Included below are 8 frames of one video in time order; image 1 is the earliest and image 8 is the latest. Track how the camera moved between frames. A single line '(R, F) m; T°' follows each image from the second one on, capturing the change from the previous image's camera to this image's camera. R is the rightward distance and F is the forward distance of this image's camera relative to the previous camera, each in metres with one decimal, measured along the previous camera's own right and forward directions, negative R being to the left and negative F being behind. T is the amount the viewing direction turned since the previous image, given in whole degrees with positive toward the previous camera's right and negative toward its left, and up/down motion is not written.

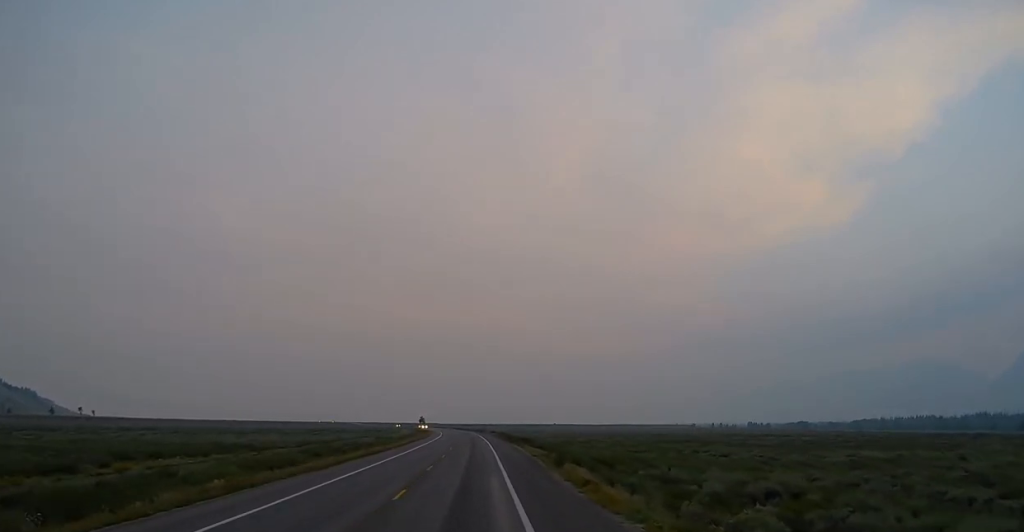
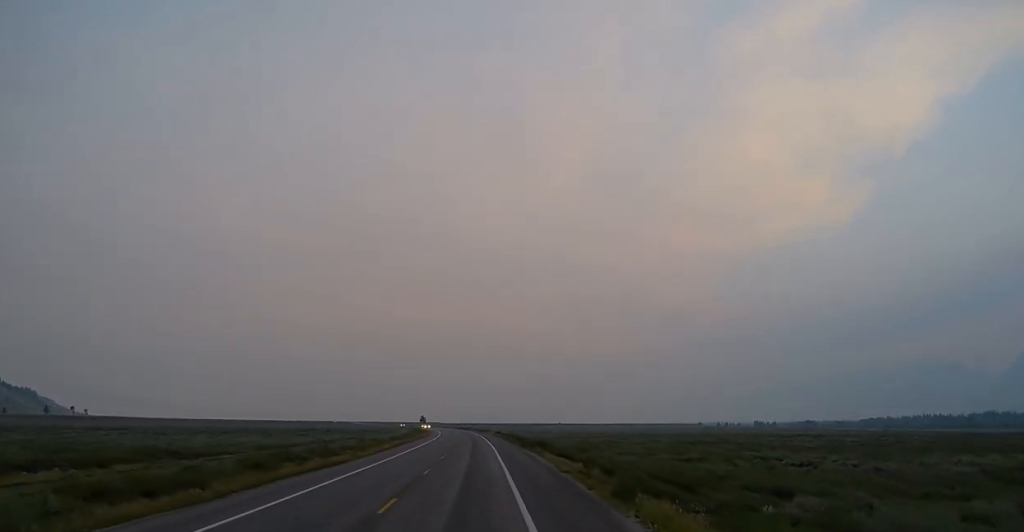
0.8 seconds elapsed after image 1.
(+0.2, +14.8) m; 0°
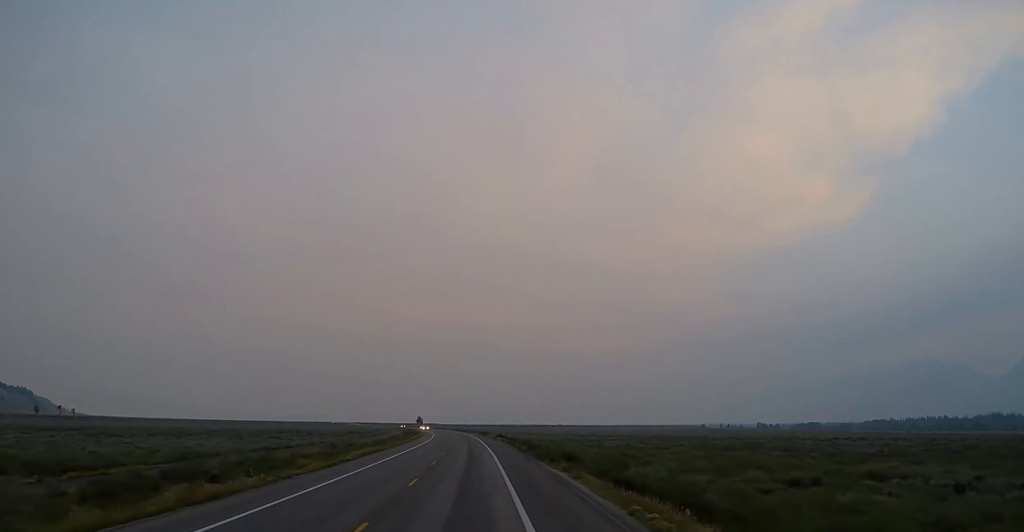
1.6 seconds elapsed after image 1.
(-0.1, +17.5) m; 0°
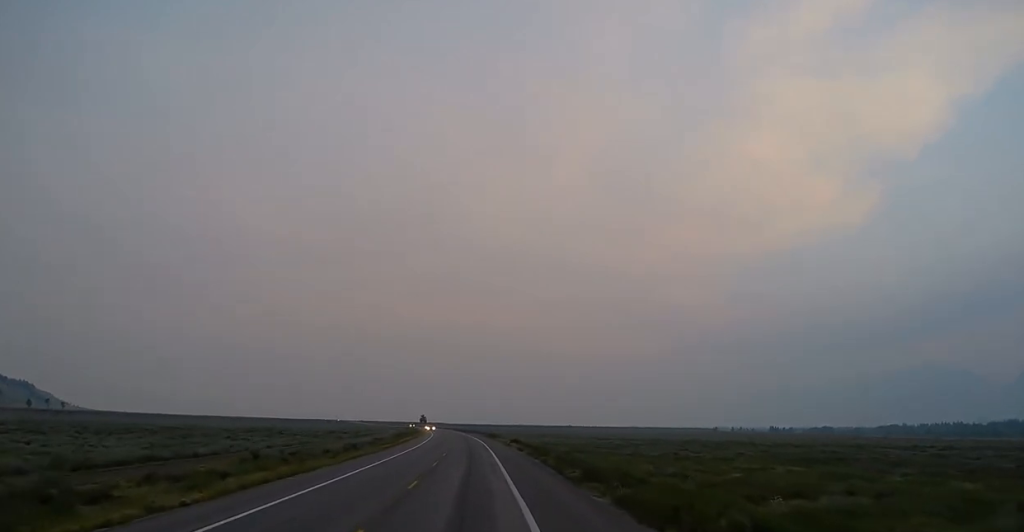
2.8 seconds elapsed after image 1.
(-0.1, +25.8) m; -1°
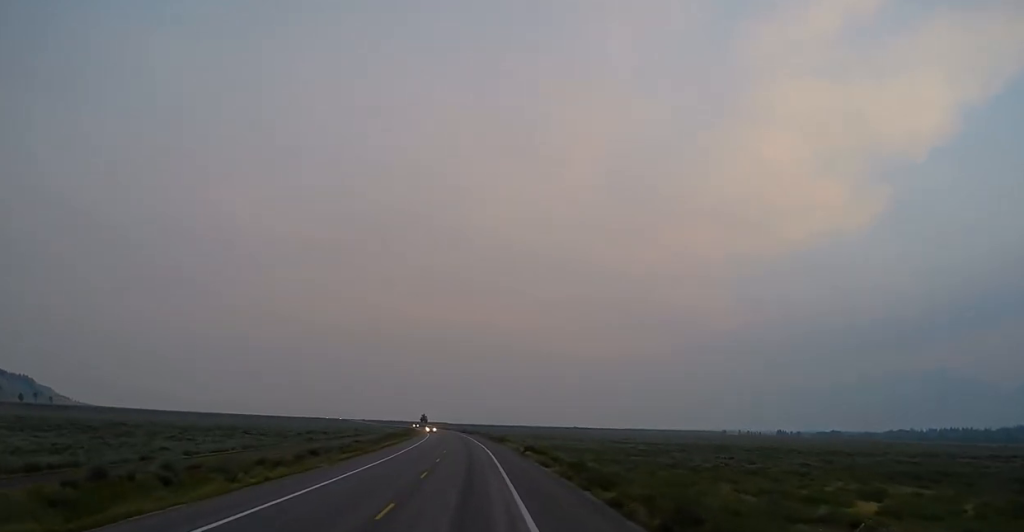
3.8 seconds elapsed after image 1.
(0.0, +19.1) m; -1°
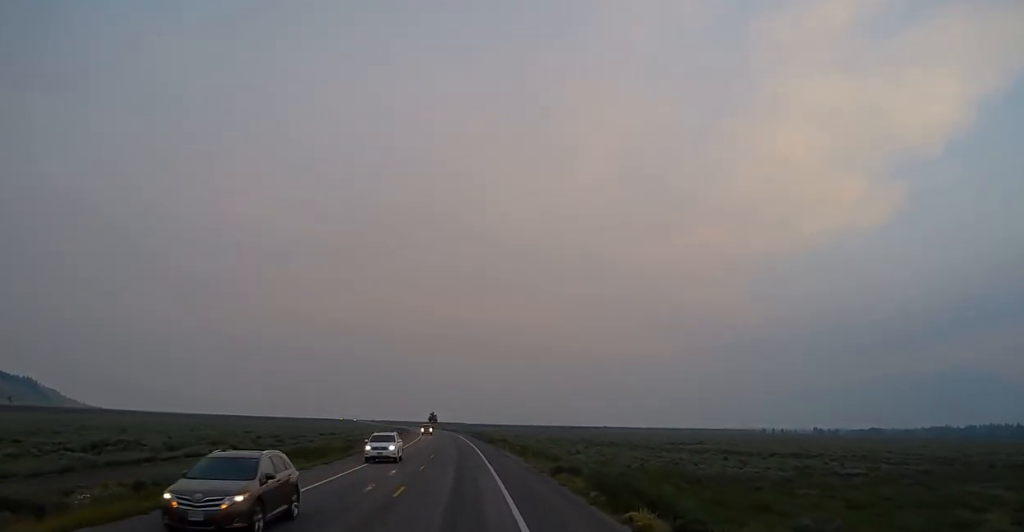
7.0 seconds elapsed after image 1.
(-0.9, +67.3) m; -1°
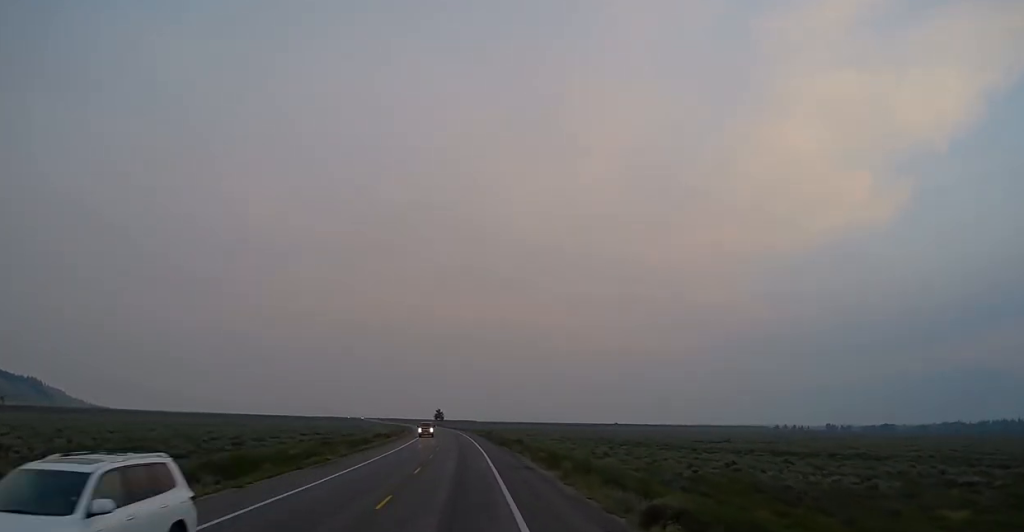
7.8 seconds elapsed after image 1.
(-0.2, +15.7) m; -1°
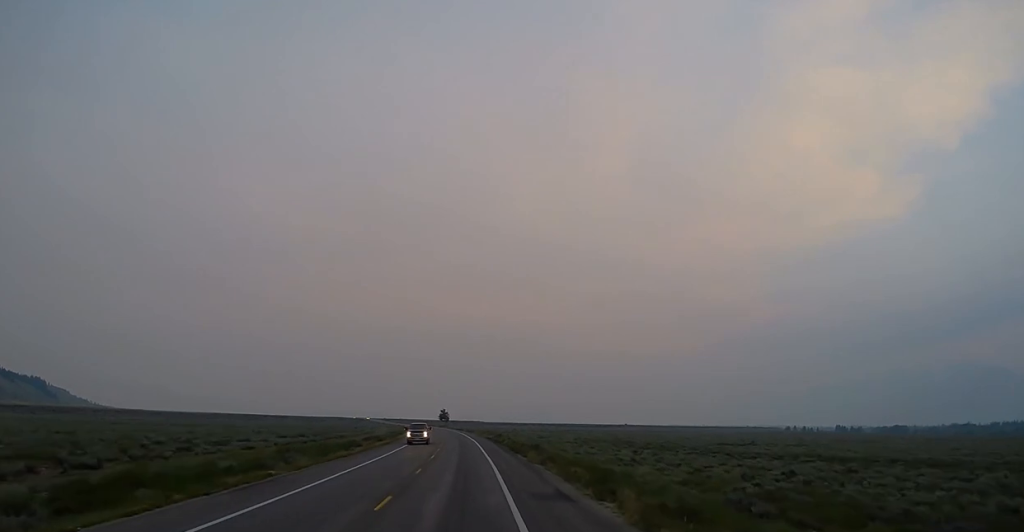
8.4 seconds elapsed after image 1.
(0.0, +12.1) m; -1°
